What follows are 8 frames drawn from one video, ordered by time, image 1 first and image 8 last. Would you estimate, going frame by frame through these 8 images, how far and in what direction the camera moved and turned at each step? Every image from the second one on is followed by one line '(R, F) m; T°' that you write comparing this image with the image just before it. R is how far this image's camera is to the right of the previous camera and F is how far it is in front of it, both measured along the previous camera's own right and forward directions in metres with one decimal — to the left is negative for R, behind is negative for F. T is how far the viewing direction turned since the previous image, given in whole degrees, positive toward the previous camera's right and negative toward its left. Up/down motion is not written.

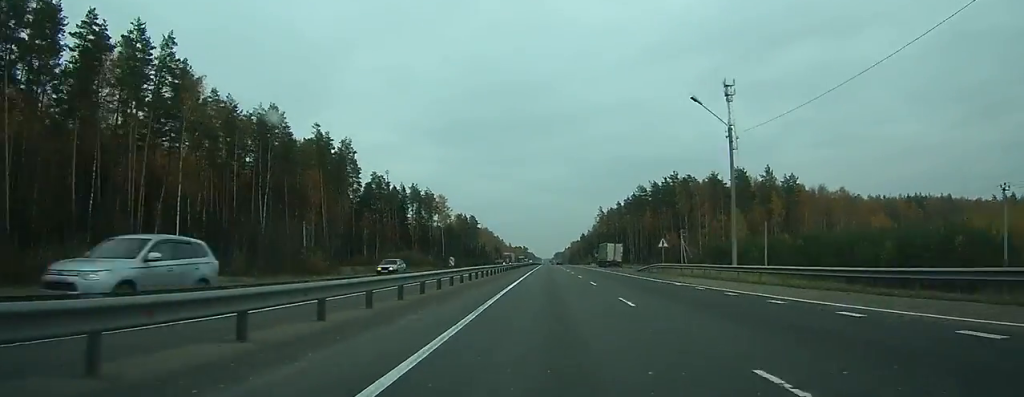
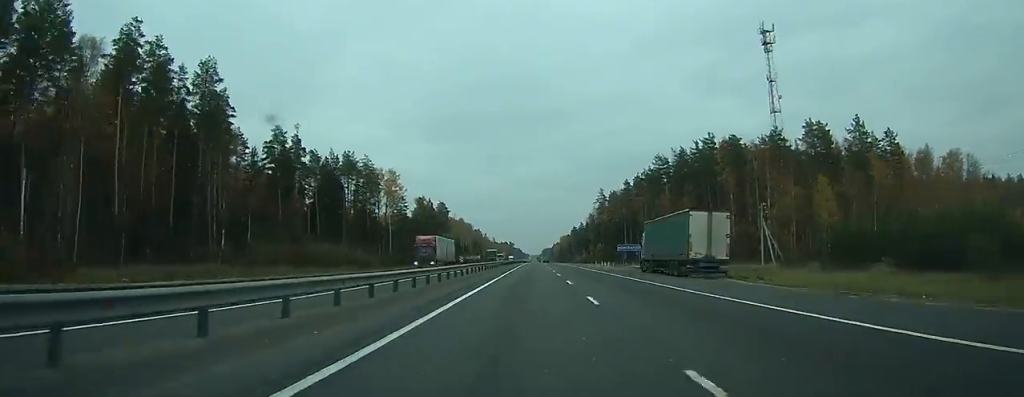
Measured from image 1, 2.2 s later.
(+0.3, +63.1) m; +1°
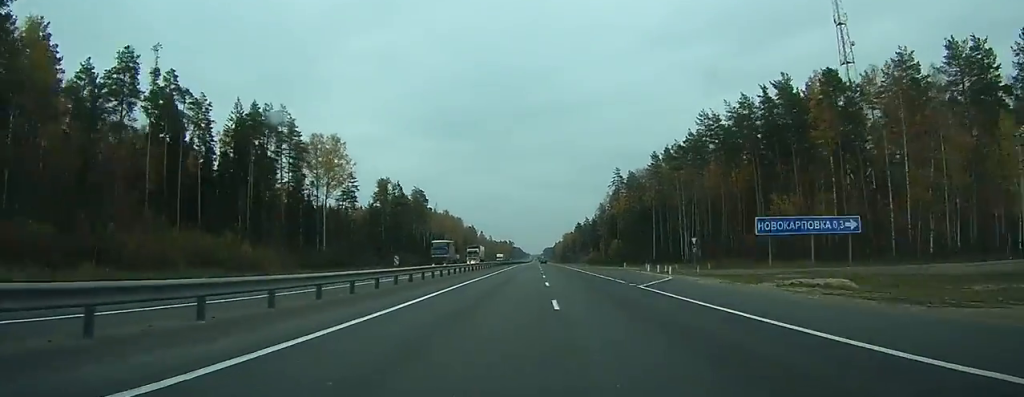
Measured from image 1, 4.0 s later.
(+0.3, +49.9) m; +1°
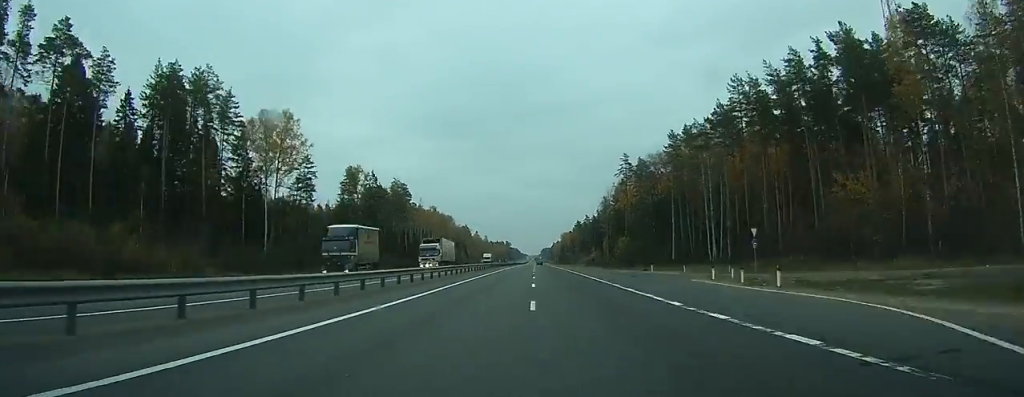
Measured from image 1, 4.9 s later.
(+0.2, +22.5) m; 0°
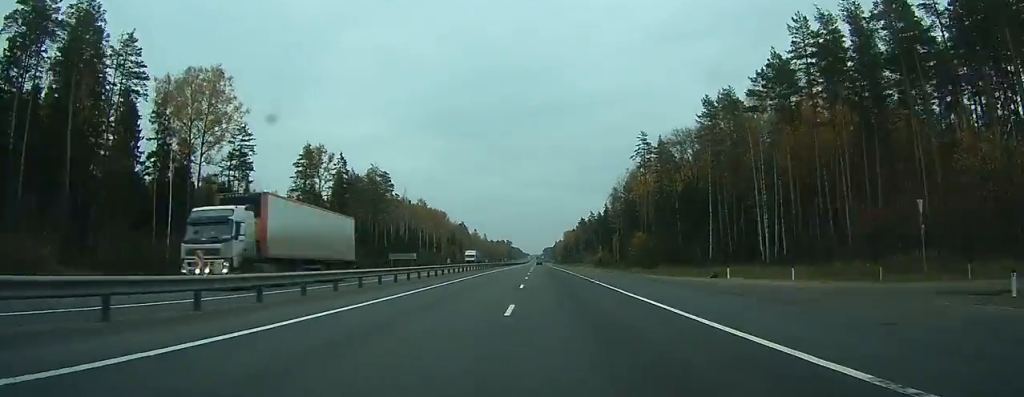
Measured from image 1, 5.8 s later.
(+0.2, +24.2) m; 0°
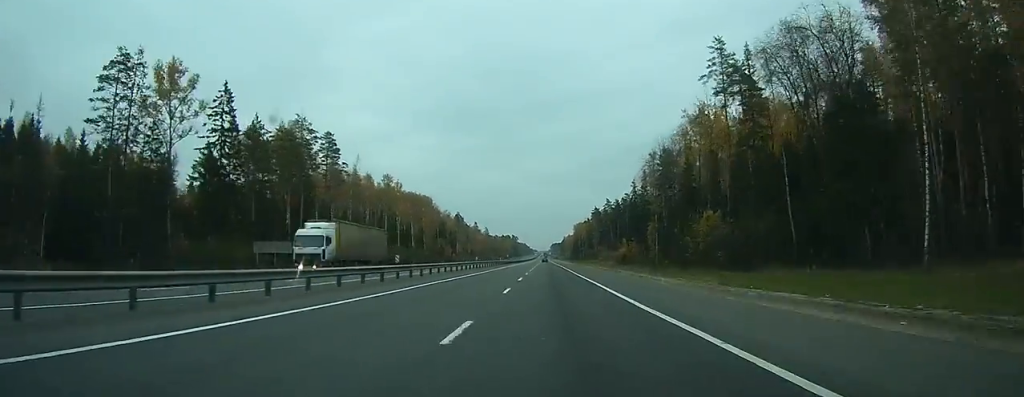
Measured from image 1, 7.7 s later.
(-0.3, +48.3) m; -1°
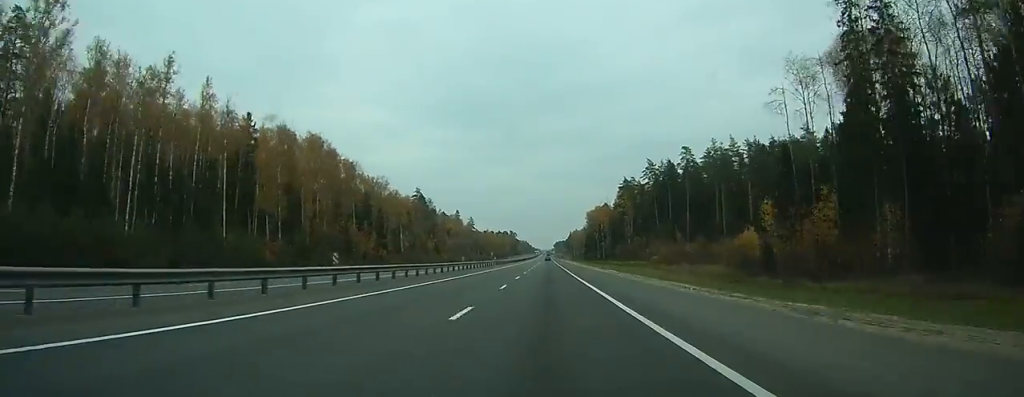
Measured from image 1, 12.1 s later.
(-1.4, +123.1) m; -1°
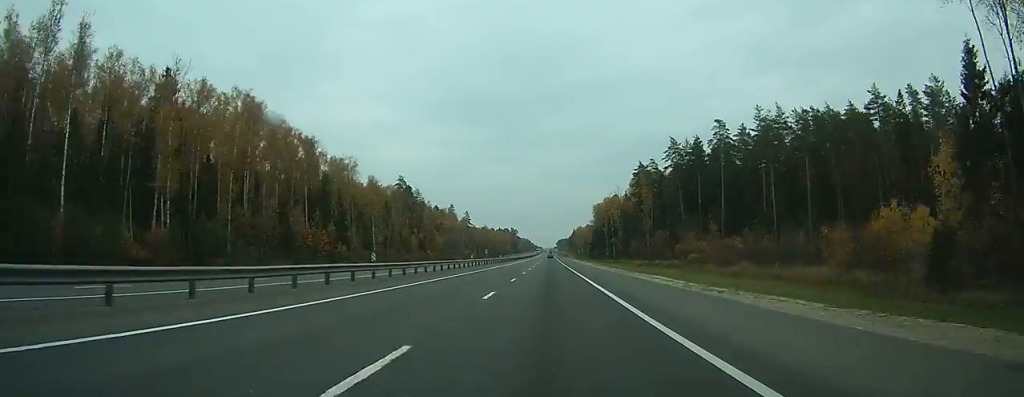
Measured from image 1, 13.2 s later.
(-0.1, +33.1) m; 0°
